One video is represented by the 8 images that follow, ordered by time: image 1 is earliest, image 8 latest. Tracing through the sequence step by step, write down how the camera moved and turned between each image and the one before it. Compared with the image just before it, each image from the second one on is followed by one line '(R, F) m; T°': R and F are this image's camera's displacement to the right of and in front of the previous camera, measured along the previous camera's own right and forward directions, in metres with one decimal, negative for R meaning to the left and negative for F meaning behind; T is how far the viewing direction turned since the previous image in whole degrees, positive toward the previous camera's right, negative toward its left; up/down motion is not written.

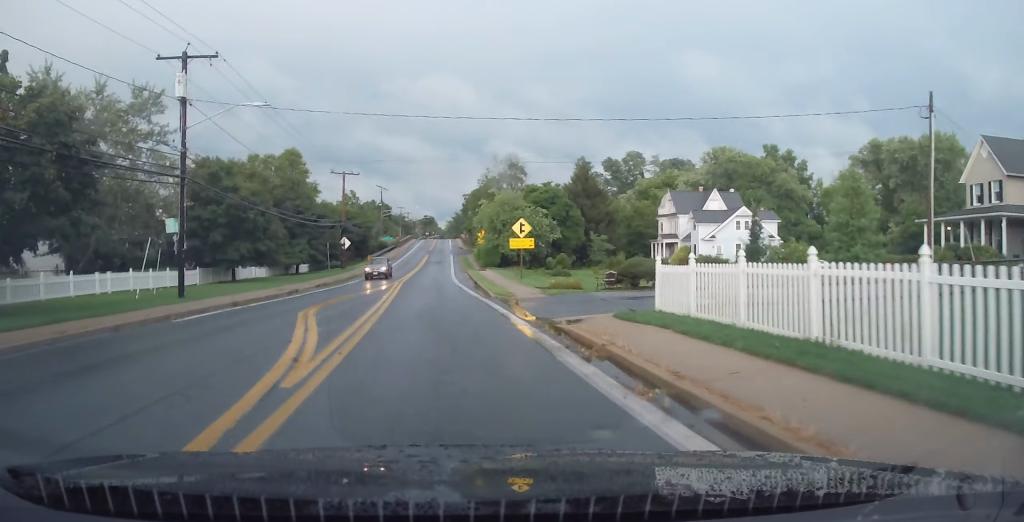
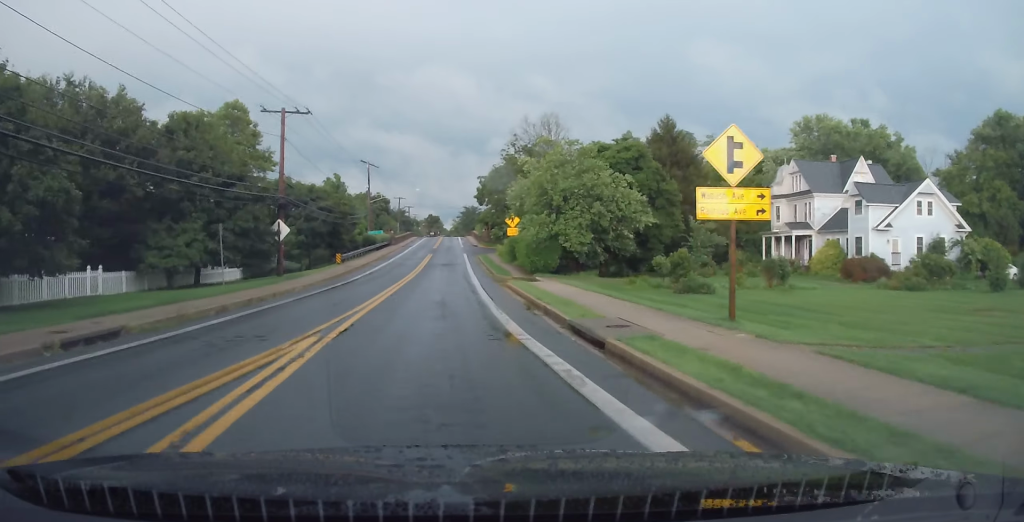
(+0.3, +29.0) m; 0°
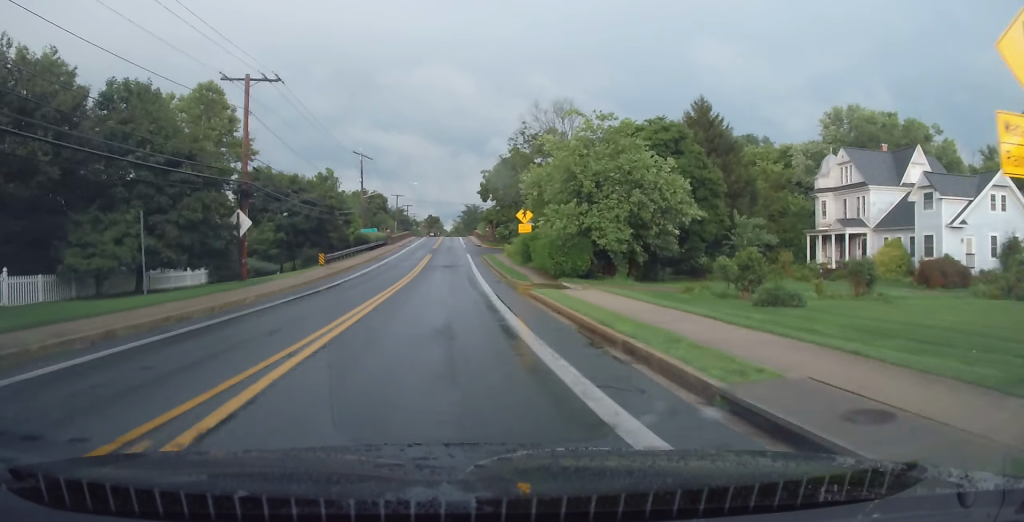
(0.0, +7.4) m; 0°
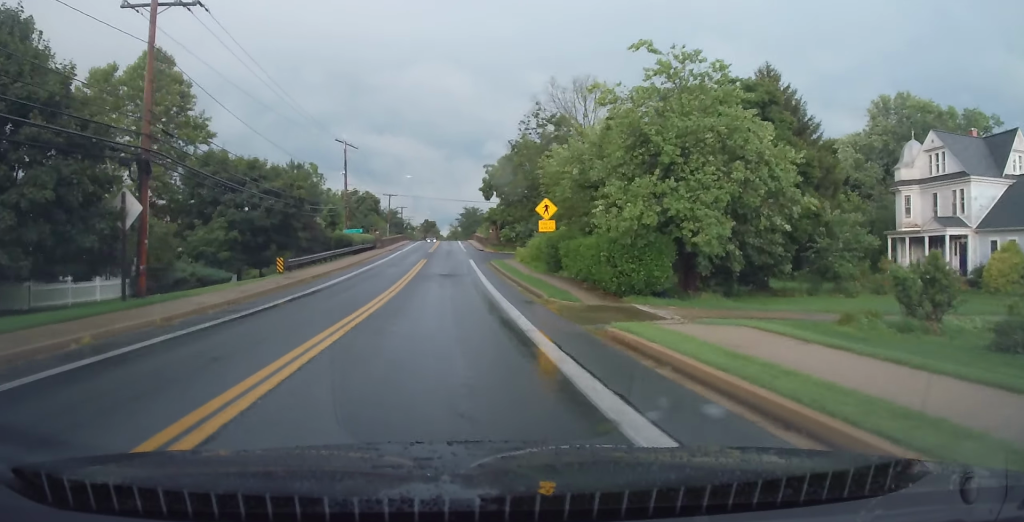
(0.0, +10.6) m; 0°
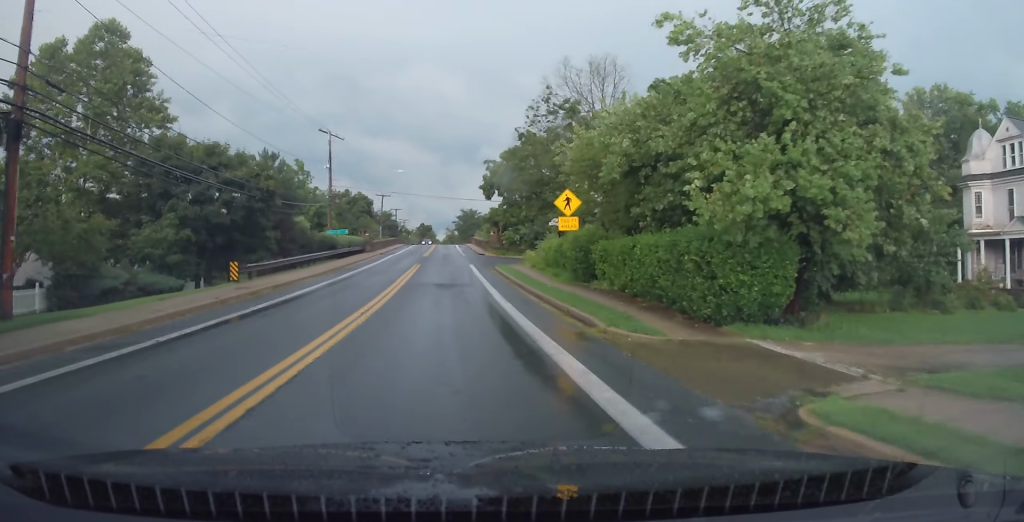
(+0.1, +7.0) m; 0°
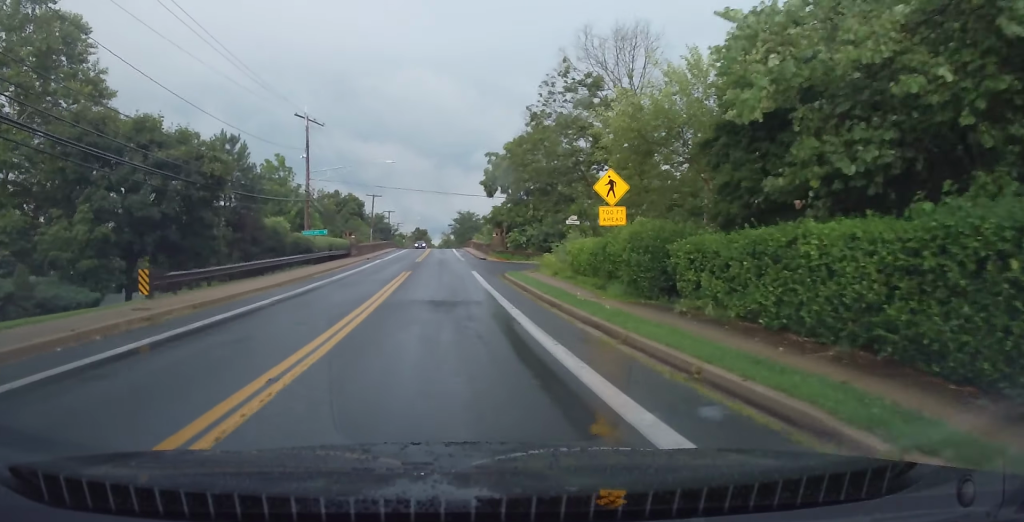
(+0.1, +8.1) m; 0°
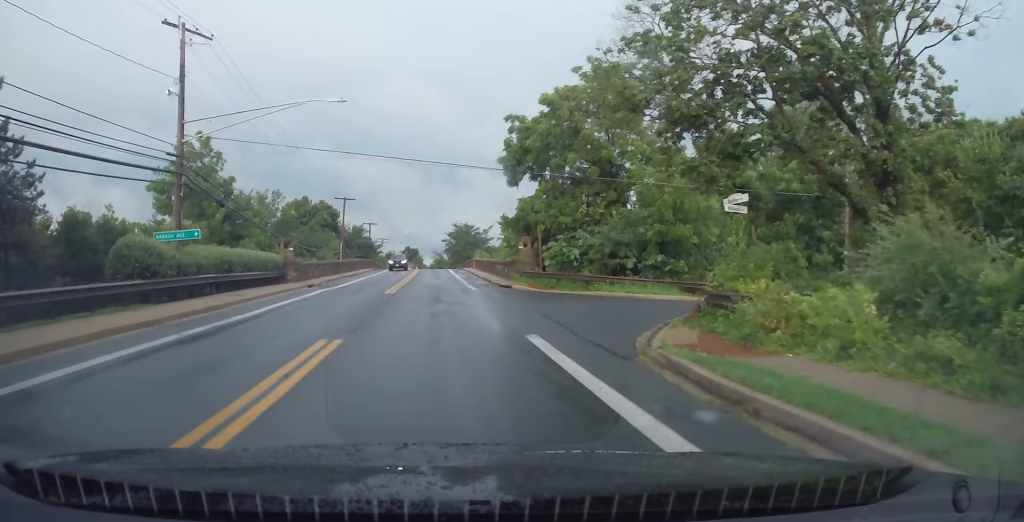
(0.0, +23.8) m; +1°
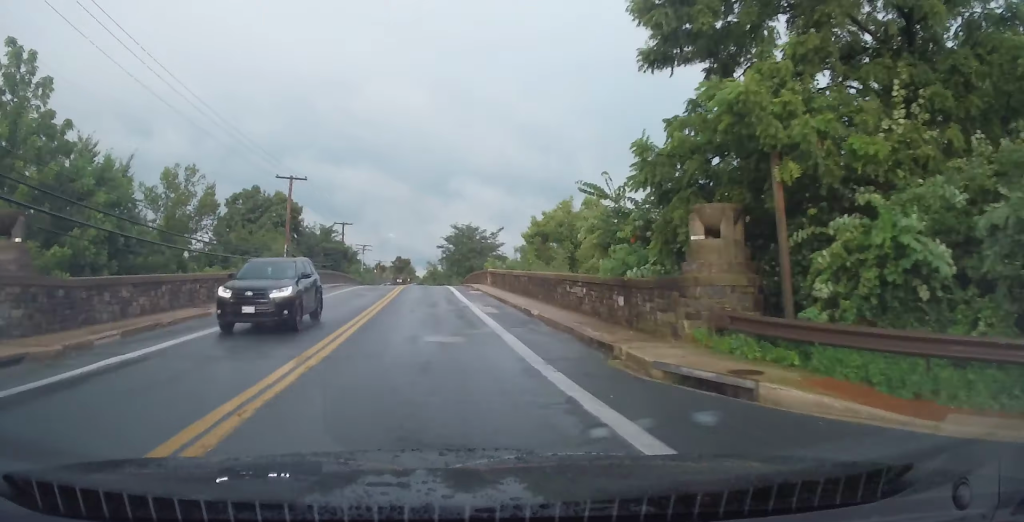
(+0.6, +25.8) m; +1°
